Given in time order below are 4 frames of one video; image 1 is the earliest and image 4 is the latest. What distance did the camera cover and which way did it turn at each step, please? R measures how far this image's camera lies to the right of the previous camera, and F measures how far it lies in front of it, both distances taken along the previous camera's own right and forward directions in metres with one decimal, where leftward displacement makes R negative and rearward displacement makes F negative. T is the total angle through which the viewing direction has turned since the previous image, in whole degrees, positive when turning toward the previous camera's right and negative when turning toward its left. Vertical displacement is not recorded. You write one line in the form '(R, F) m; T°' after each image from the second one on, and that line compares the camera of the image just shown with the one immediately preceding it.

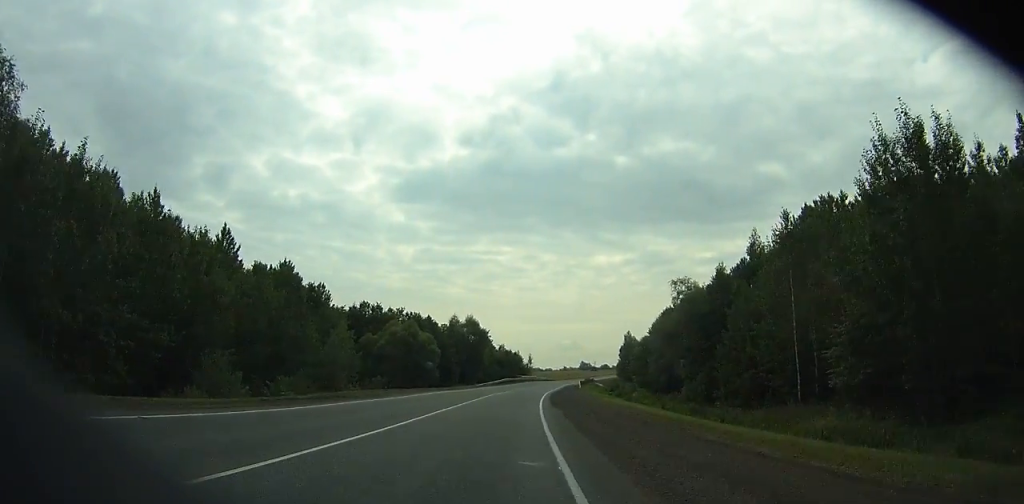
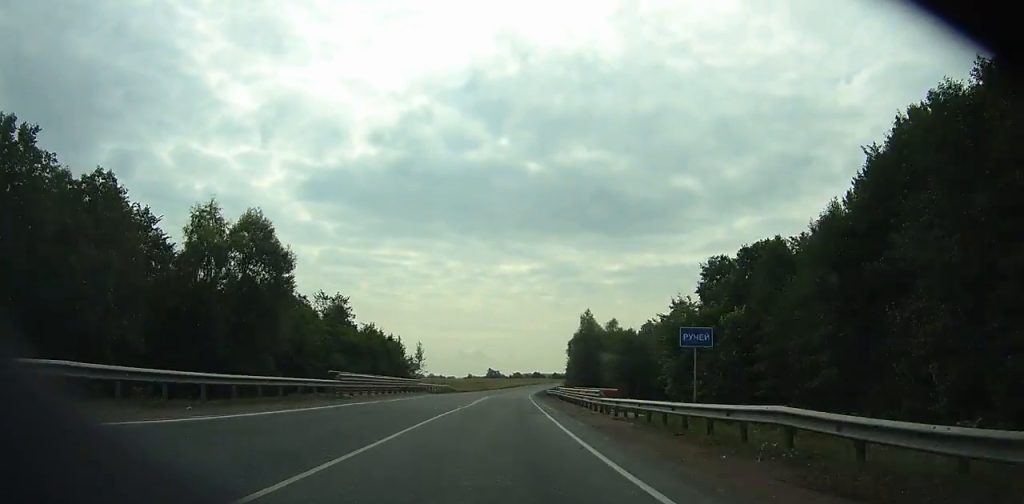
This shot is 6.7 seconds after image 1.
(+7.4, +86.0) m; +9°
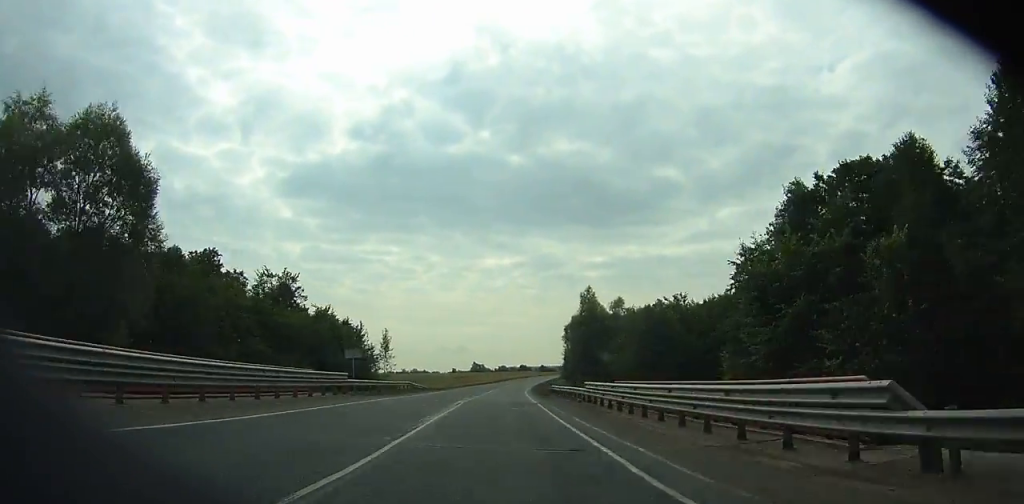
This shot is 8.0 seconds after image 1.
(0.0, +21.5) m; +1°
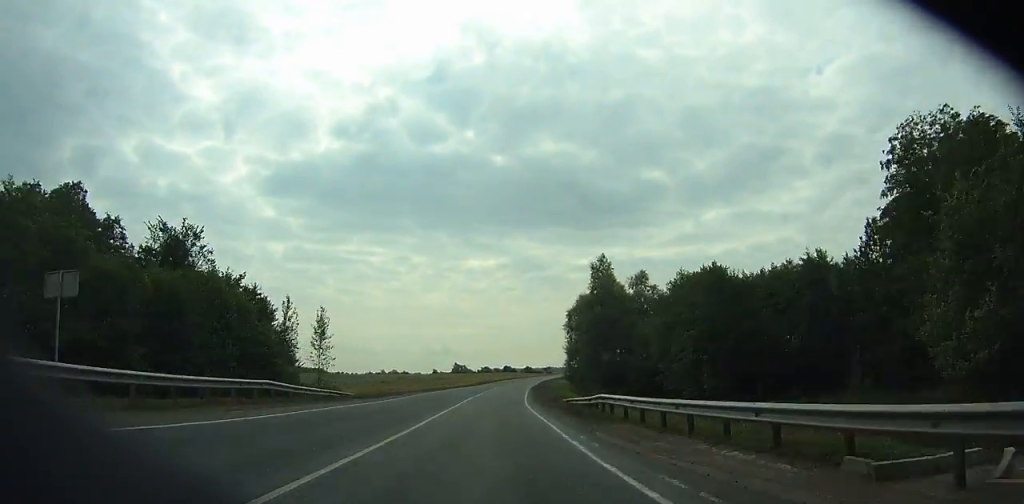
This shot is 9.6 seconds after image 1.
(+0.7, +30.0) m; +2°
